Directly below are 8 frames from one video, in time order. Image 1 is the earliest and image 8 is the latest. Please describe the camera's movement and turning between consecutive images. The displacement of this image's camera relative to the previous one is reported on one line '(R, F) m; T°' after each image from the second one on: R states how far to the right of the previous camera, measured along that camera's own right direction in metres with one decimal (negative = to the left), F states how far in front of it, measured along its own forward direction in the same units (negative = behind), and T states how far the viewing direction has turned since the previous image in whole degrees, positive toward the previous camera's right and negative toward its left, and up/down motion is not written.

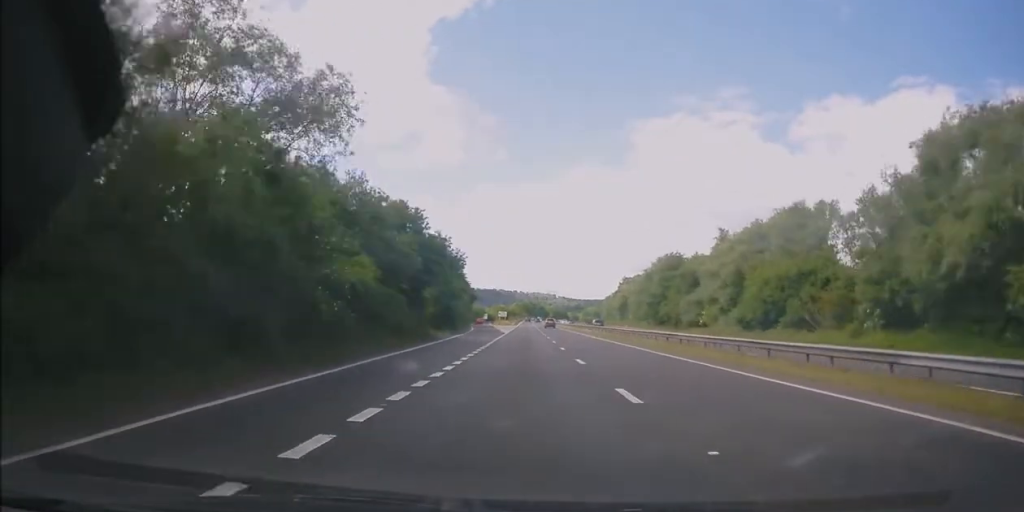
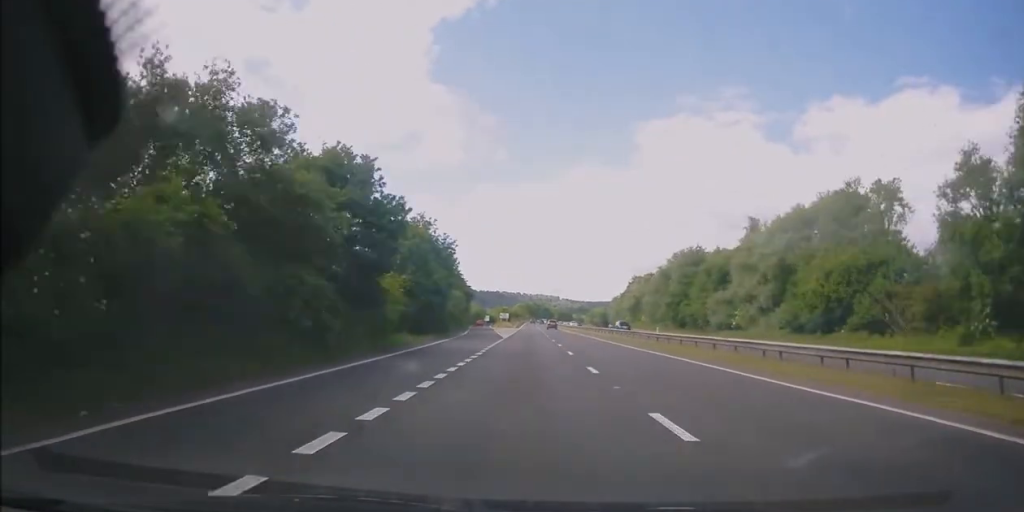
(-0.1, +12.0) m; 0°
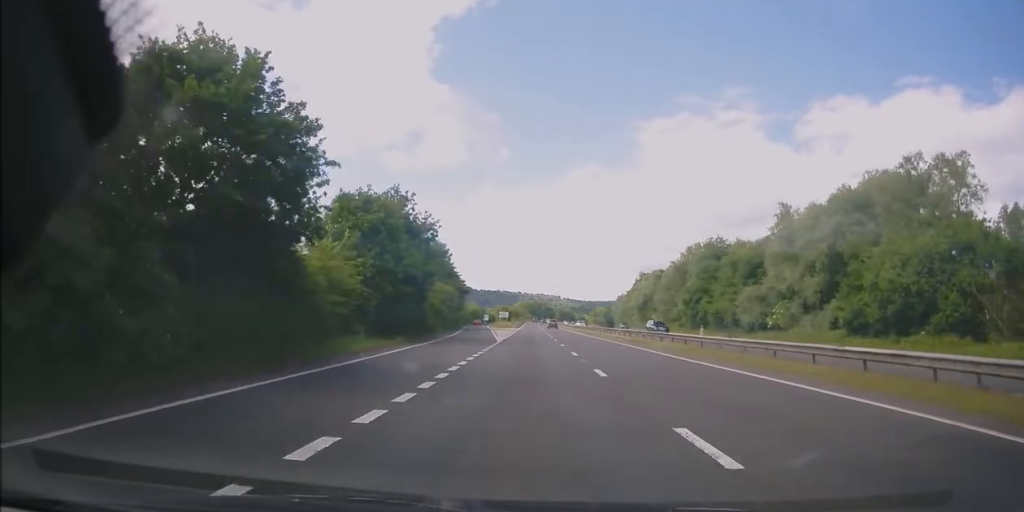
(+0.1, +10.5) m; 0°
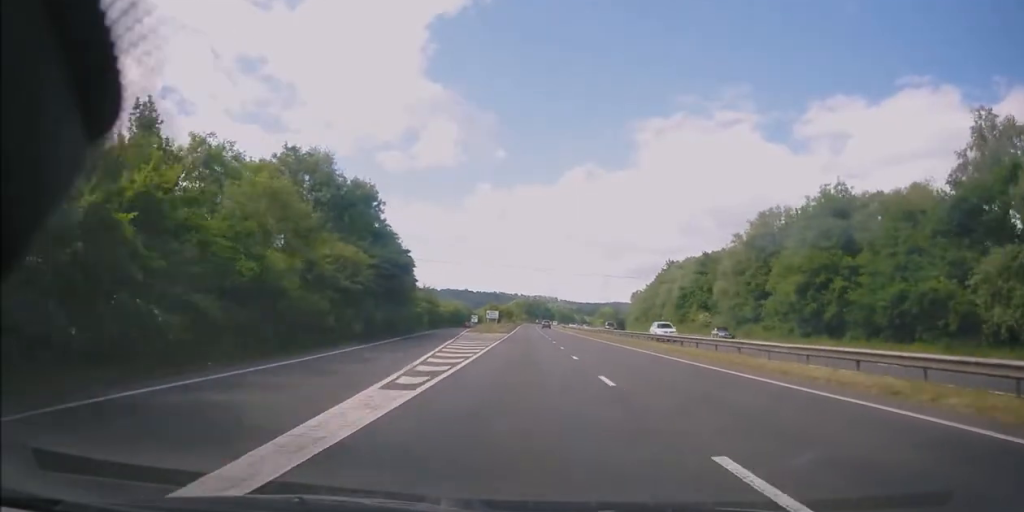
(-0.1, +38.3) m; 0°
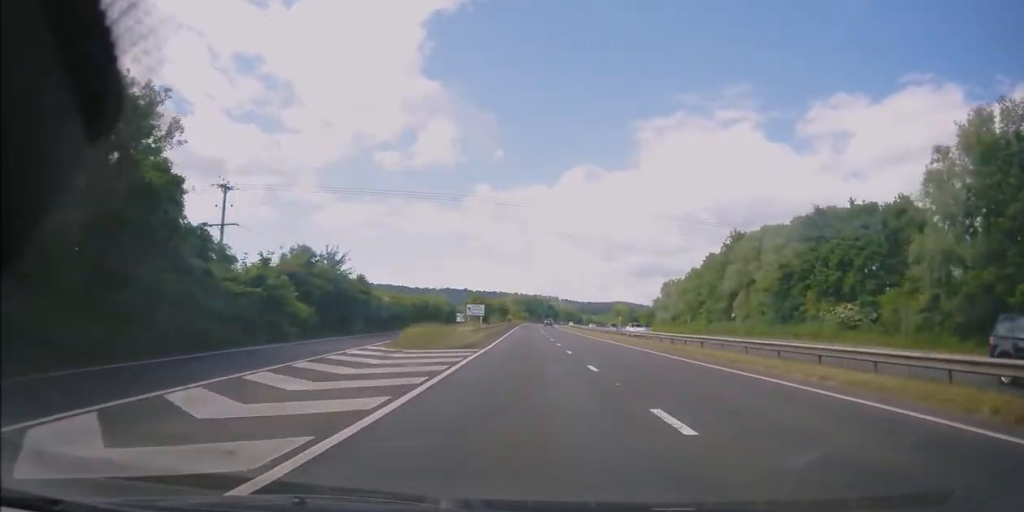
(-0.2, +42.9) m; +1°
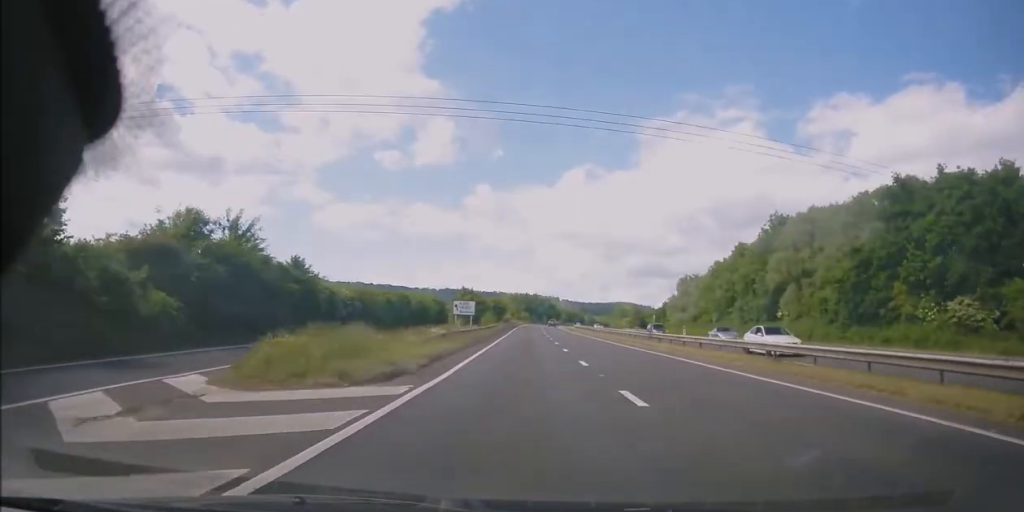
(+0.2, +15.7) m; 0°
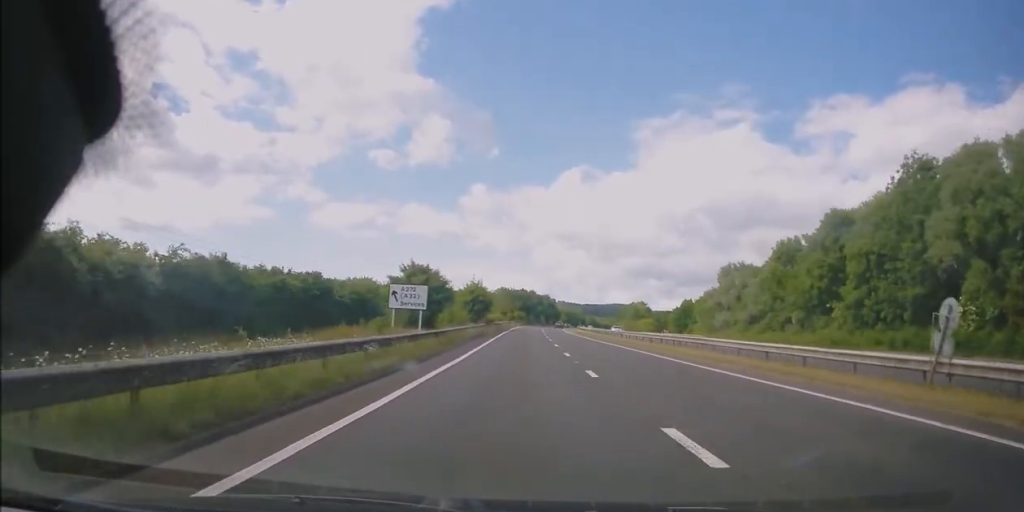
(0.0, +31.5) m; 0°
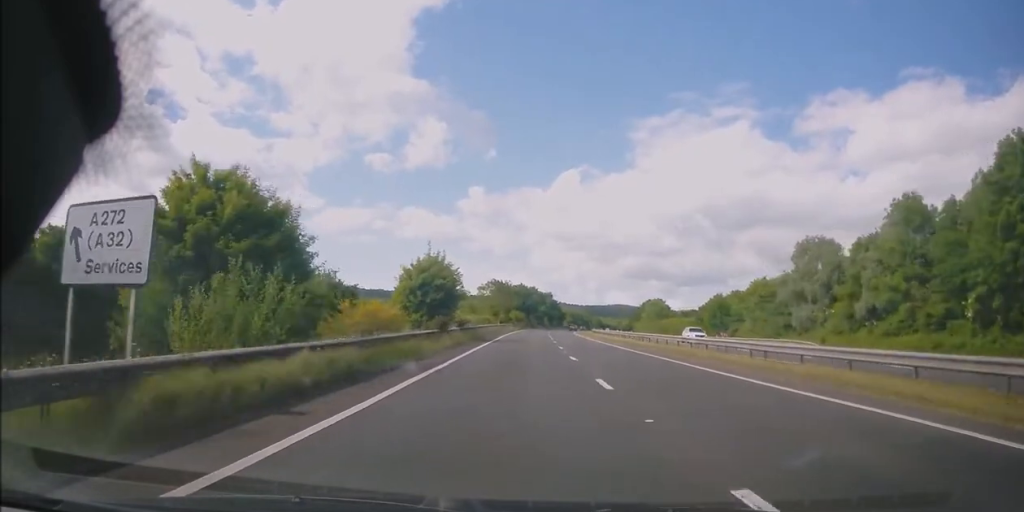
(+0.3, +29.8) m; 0°
